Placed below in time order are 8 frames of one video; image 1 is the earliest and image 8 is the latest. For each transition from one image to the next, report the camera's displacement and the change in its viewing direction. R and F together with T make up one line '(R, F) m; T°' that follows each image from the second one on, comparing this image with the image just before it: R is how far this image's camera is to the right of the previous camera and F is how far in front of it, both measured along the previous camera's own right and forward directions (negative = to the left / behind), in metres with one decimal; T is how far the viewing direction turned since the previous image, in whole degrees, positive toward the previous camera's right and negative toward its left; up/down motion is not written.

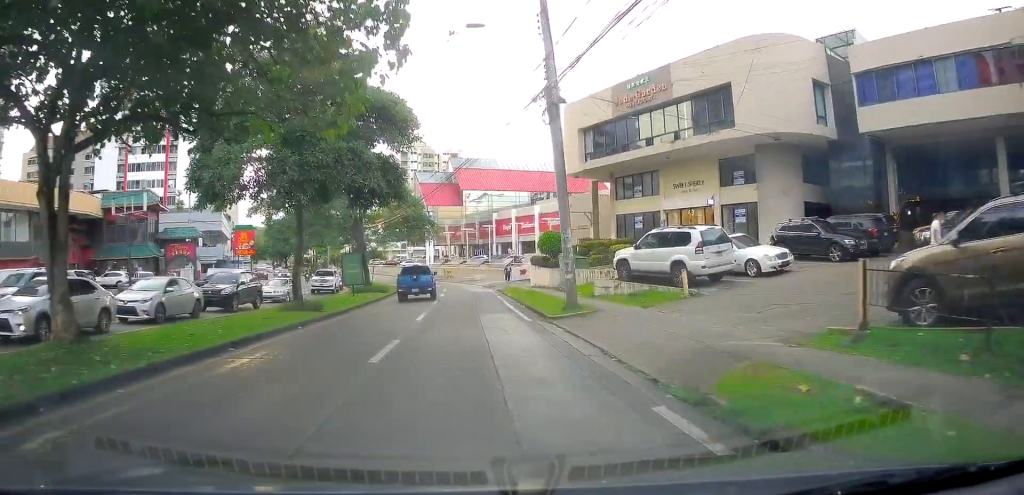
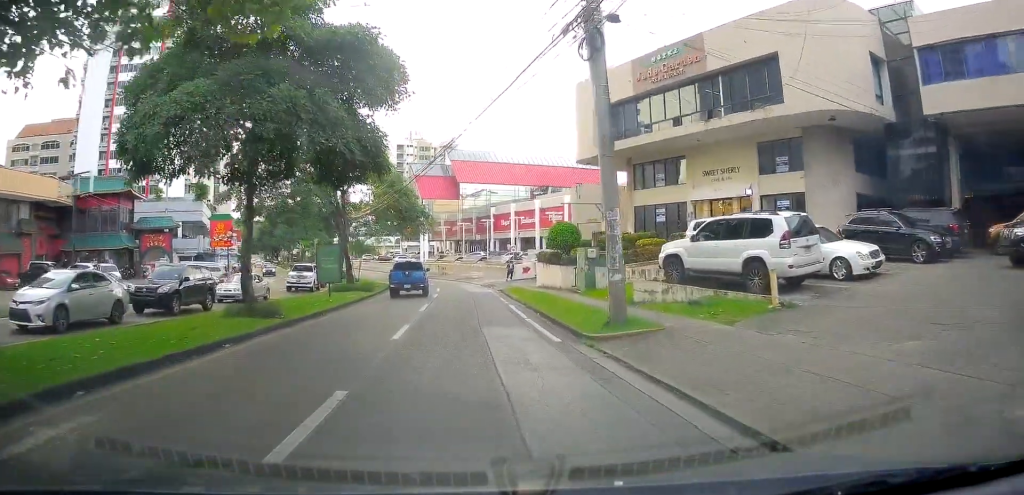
(-0.1, +4.6) m; +4°
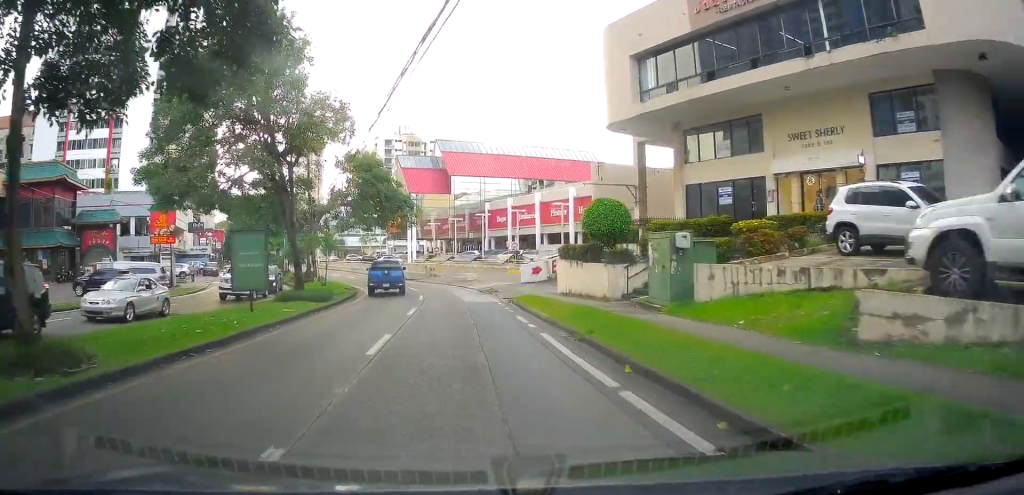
(+0.5, +9.7) m; -2°
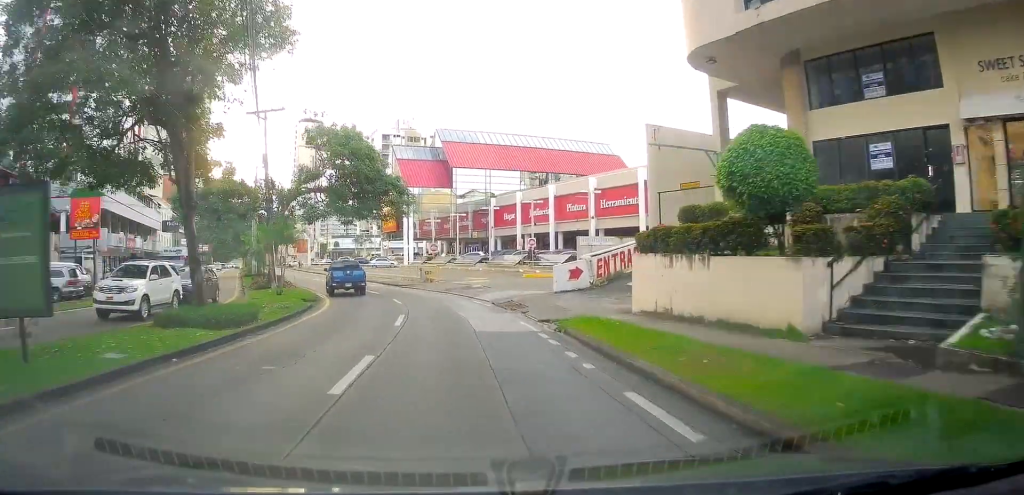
(-0.6, +10.1) m; -3°
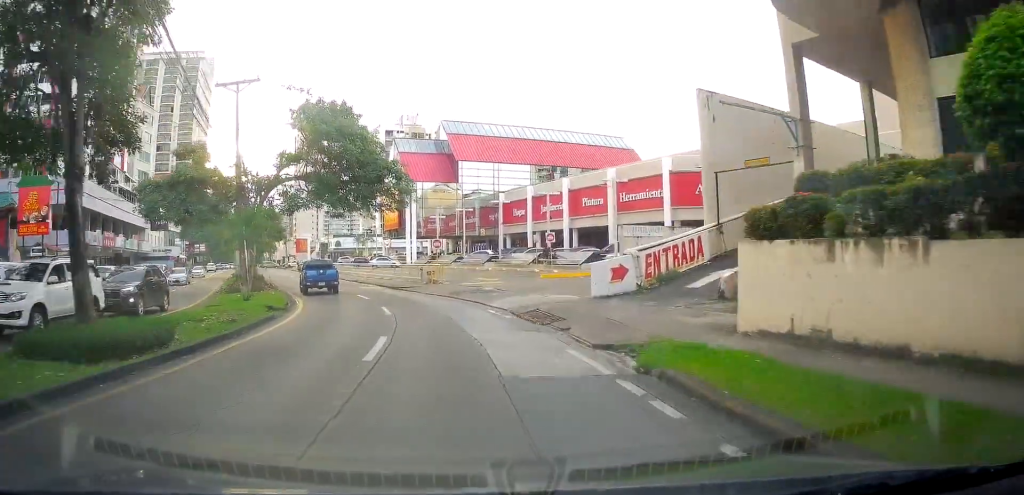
(+0.3, +5.4) m; 0°
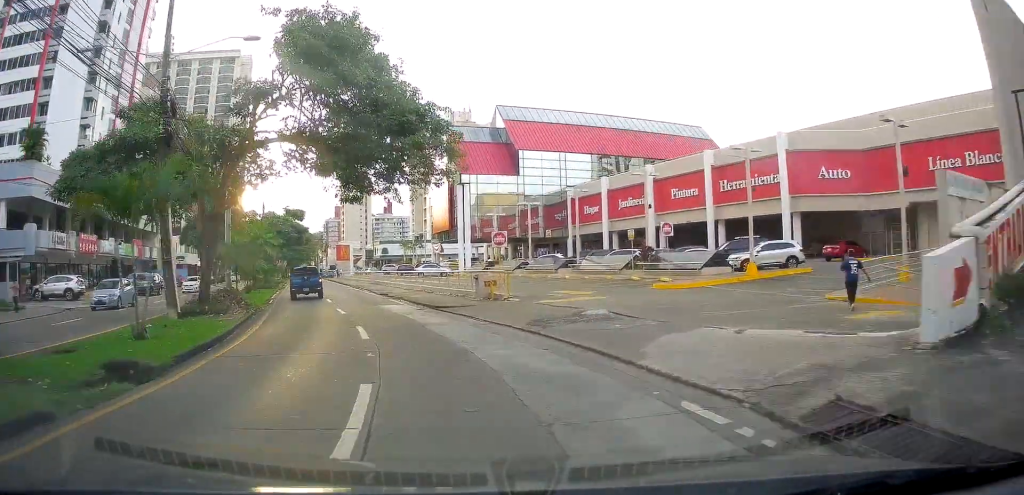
(-0.3, +12.4) m; -1°
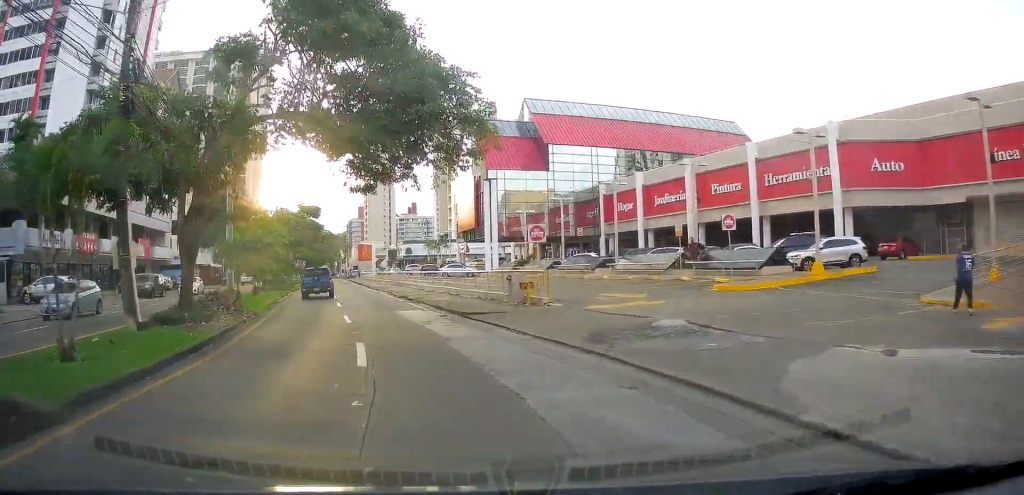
(+0.3, +3.7) m; -1°
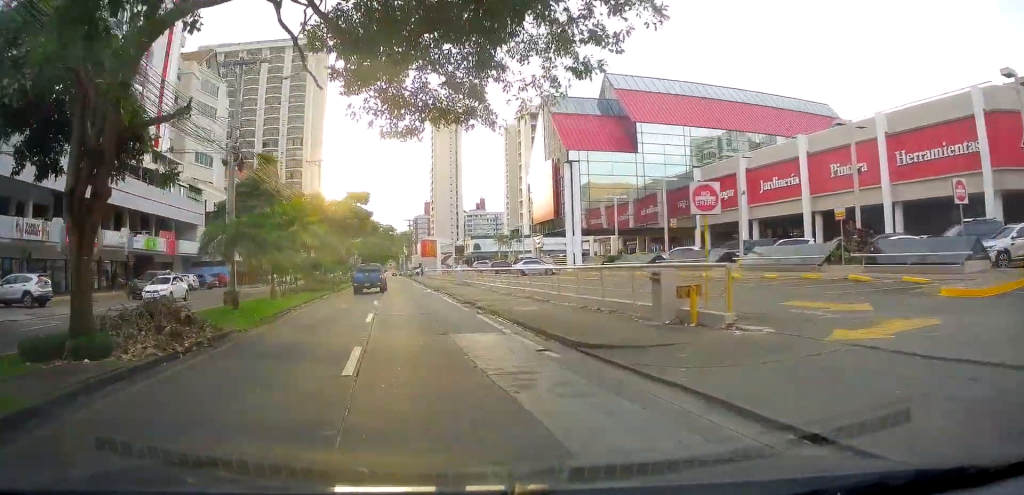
(-0.7, +8.9) m; -6°
